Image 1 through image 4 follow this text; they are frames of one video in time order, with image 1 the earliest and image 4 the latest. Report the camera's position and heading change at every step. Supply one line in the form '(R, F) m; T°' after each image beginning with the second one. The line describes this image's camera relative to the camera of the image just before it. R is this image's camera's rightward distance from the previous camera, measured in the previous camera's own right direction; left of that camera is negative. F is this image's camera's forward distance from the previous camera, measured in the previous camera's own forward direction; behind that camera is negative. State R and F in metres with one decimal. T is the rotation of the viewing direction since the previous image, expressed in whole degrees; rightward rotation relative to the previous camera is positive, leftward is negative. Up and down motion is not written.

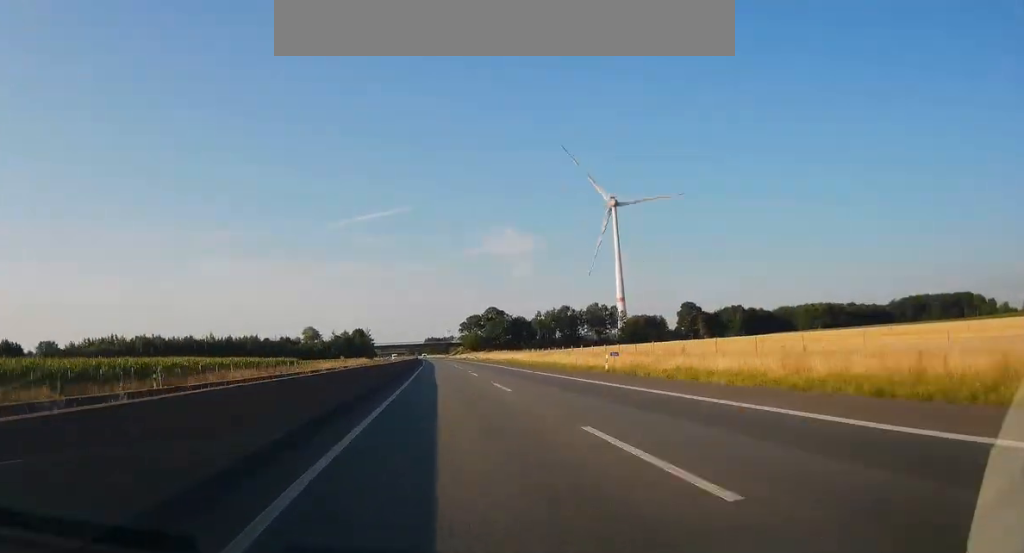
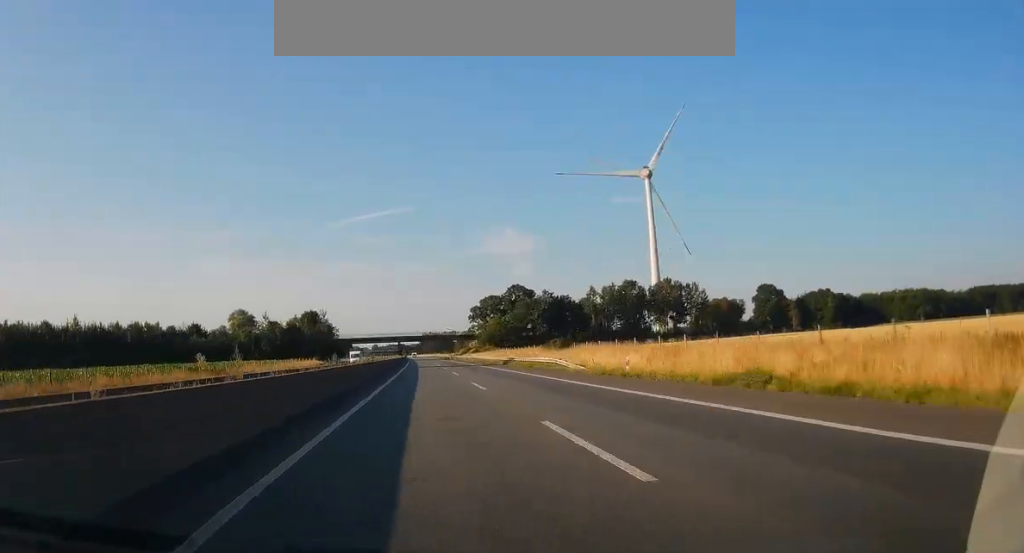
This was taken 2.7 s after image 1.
(-0.3, +87.0) m; 0°
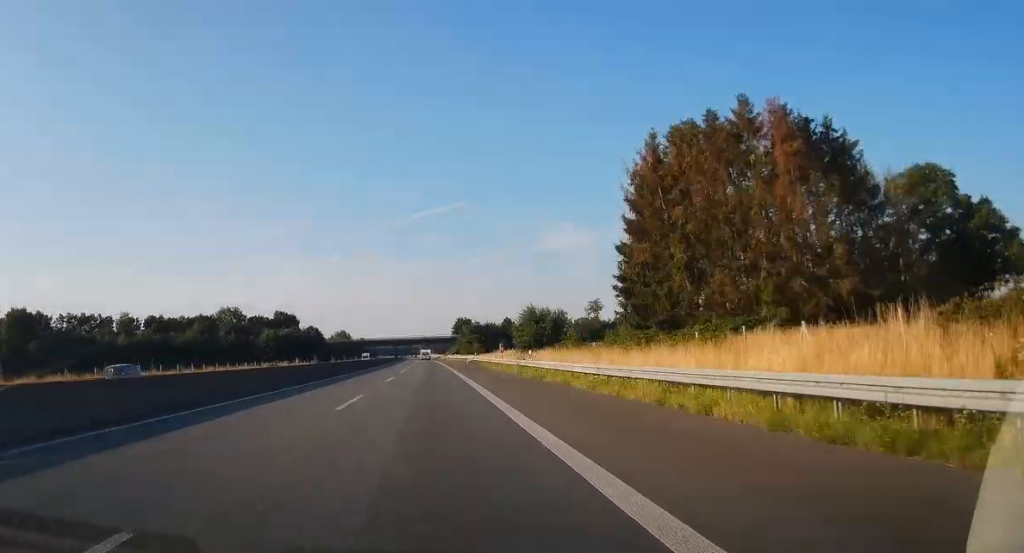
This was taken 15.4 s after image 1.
(-18.6, +543.4) m; -5°
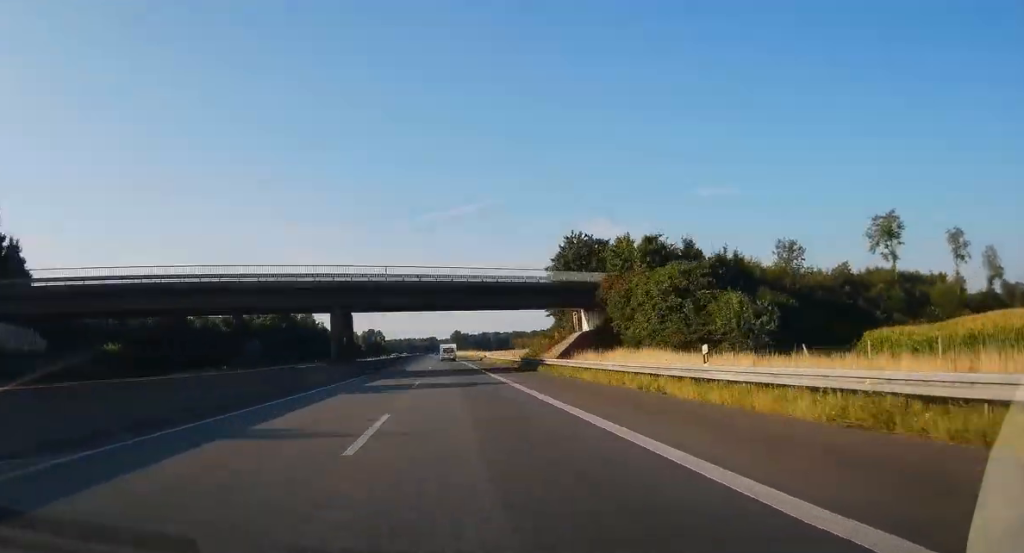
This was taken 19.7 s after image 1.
(-3.5, +169.7) m; -2°
